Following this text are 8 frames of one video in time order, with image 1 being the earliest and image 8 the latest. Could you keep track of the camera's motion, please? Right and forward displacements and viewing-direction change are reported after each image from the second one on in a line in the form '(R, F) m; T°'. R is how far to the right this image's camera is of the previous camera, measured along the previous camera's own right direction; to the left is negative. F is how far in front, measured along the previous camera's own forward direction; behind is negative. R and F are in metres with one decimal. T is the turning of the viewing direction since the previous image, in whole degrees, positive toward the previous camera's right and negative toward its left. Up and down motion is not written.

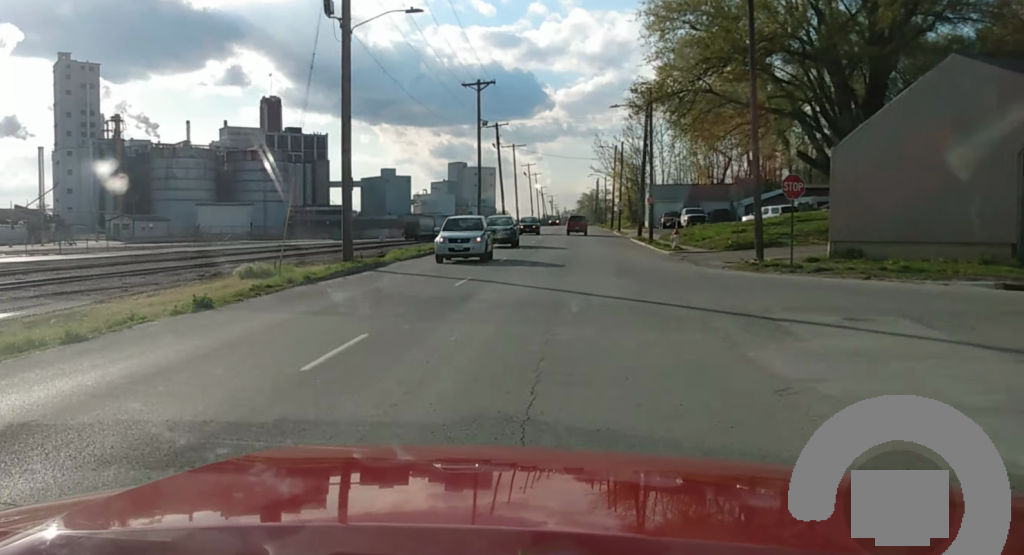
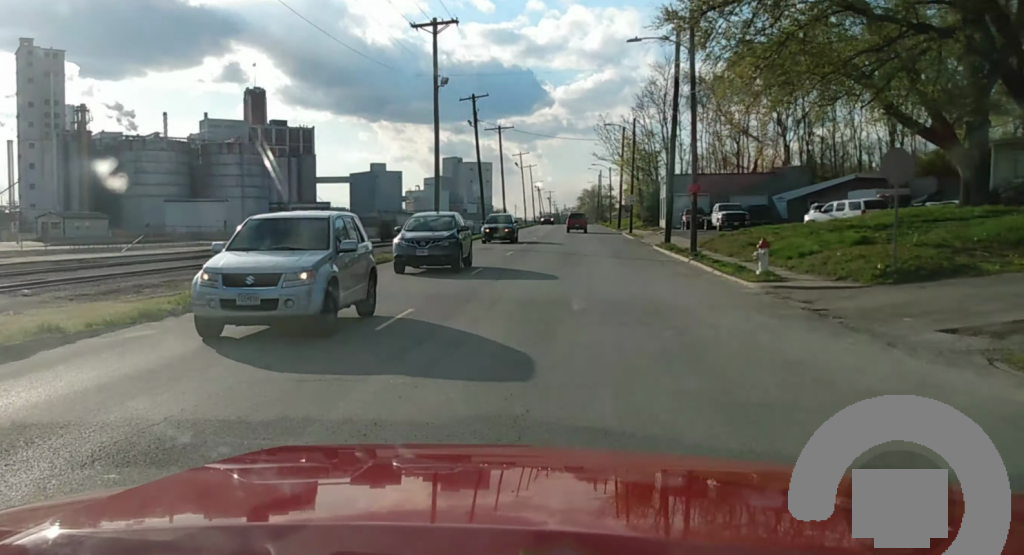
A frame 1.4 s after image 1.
(-0.1, +20.9) m; -1°
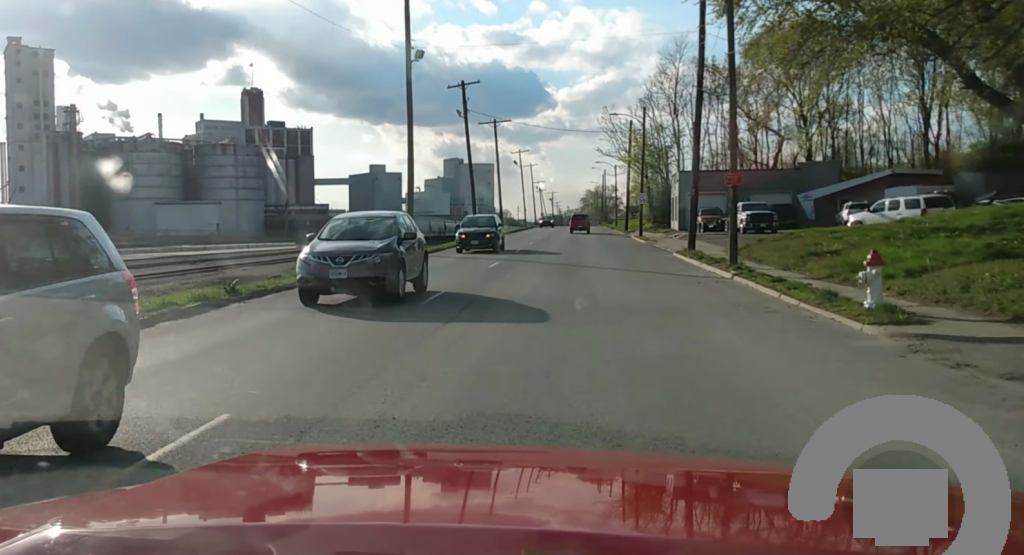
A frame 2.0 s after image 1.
(-0.1, +8.4) m; 0°
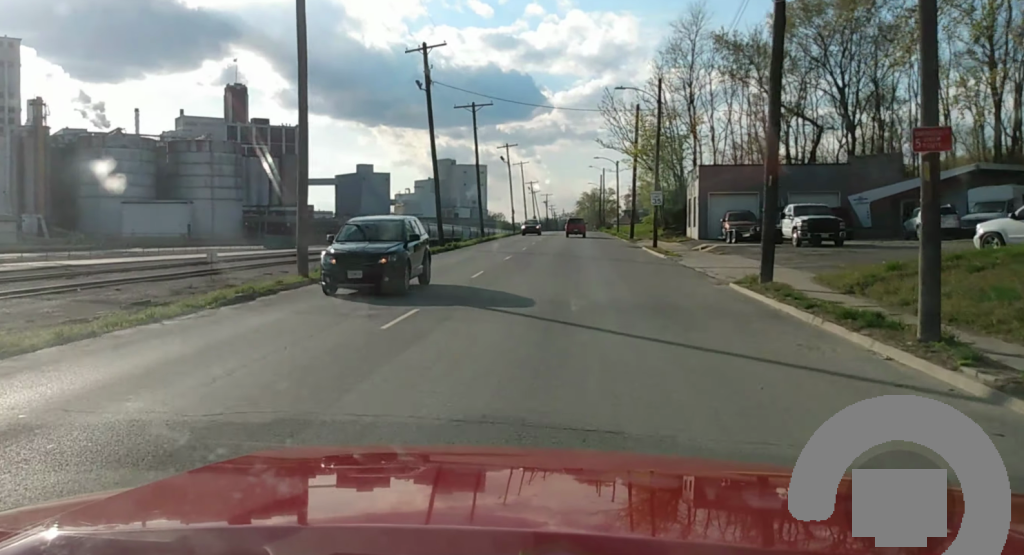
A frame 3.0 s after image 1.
(+0.1, +15.3) m; +2°
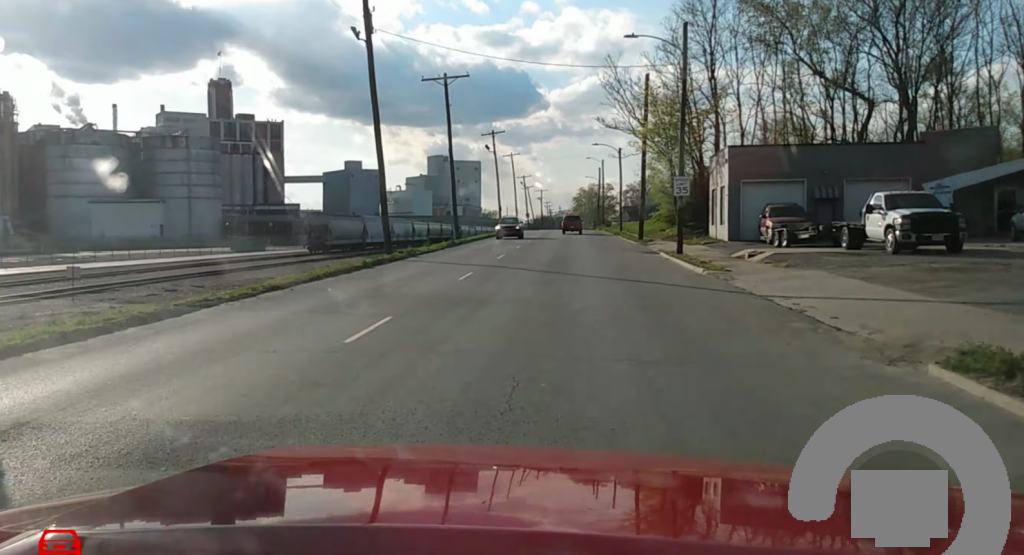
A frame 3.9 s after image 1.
(+0.2, +14.3) m; +1°
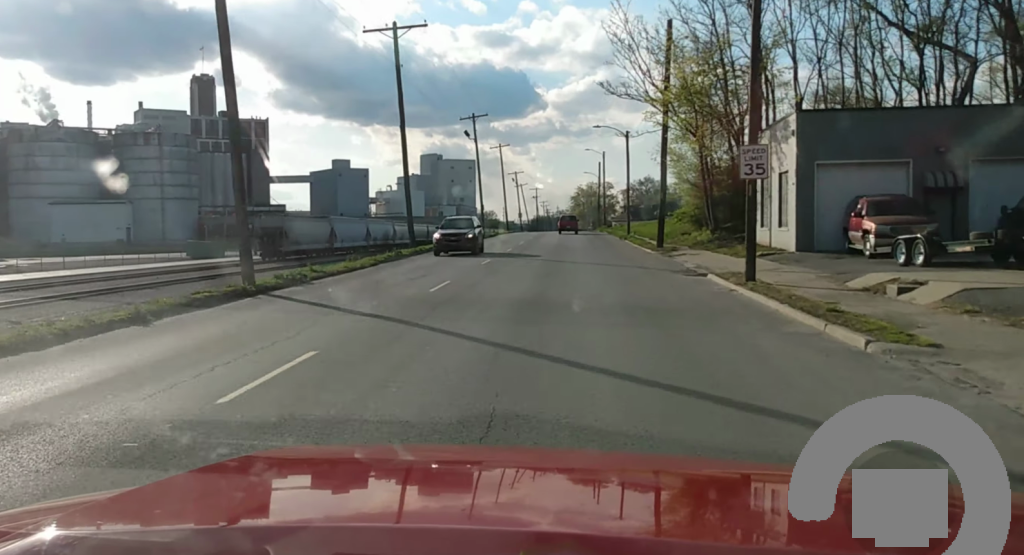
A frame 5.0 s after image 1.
(+0.1, +15.8) m; 0°
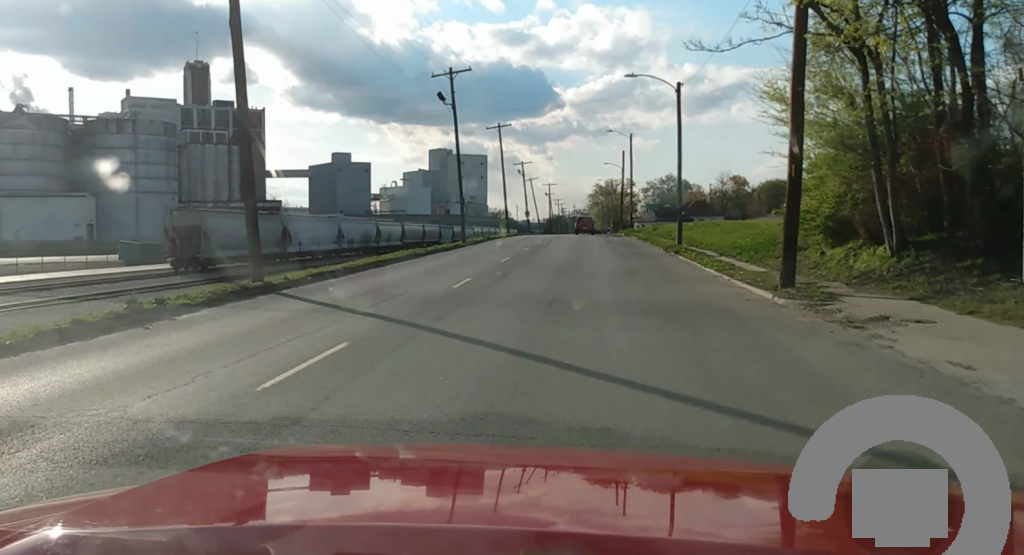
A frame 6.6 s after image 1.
(-0.1, +24.7) m; -2°
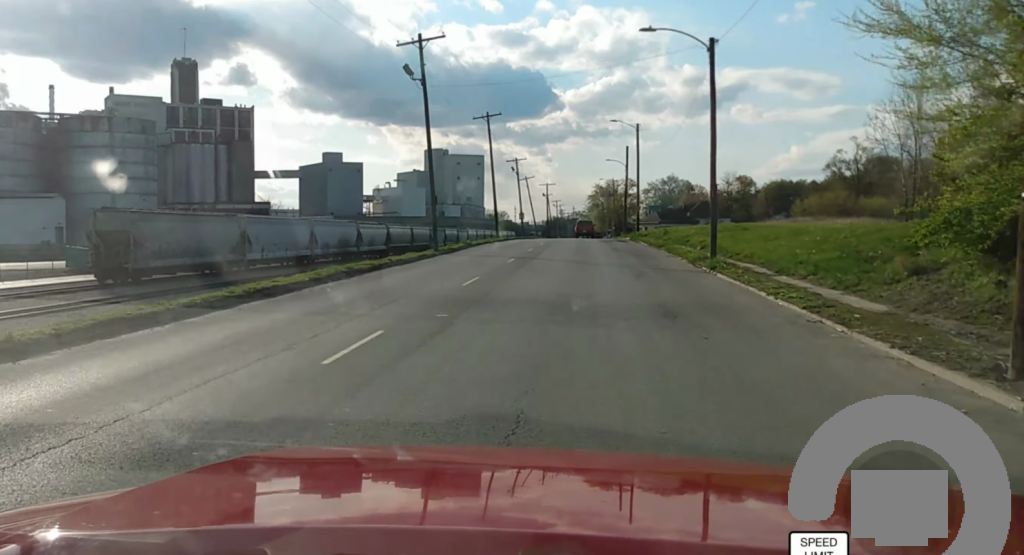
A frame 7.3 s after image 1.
(-0.4, +10.0) m; 0°
